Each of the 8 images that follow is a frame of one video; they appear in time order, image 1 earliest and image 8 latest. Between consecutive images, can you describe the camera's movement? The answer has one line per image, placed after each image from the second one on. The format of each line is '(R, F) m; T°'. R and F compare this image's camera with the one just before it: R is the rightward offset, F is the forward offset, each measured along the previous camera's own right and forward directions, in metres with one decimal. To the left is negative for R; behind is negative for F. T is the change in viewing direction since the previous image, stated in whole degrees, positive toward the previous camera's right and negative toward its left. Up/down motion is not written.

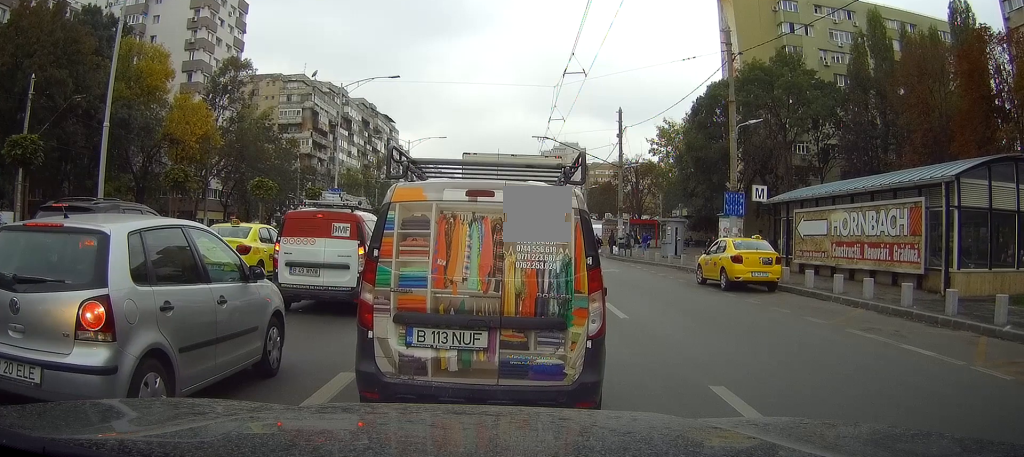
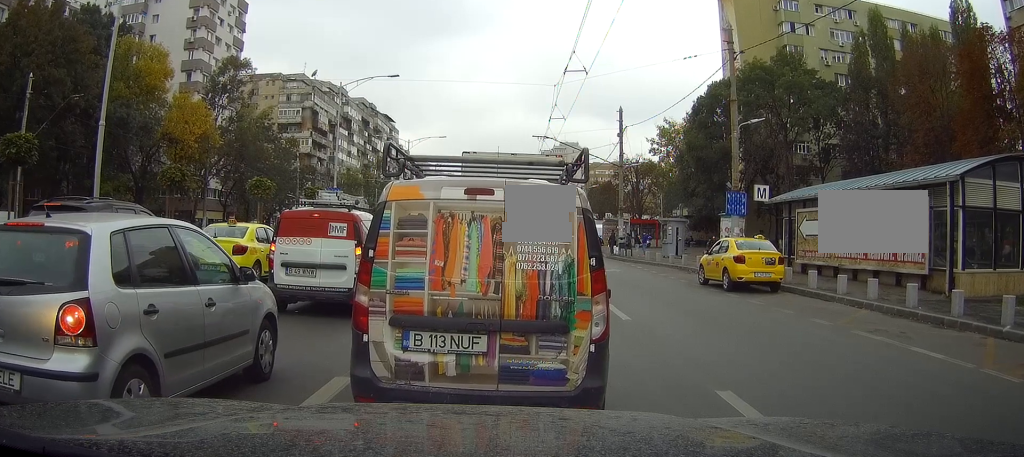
(+0.3, +0.3) m; 0°
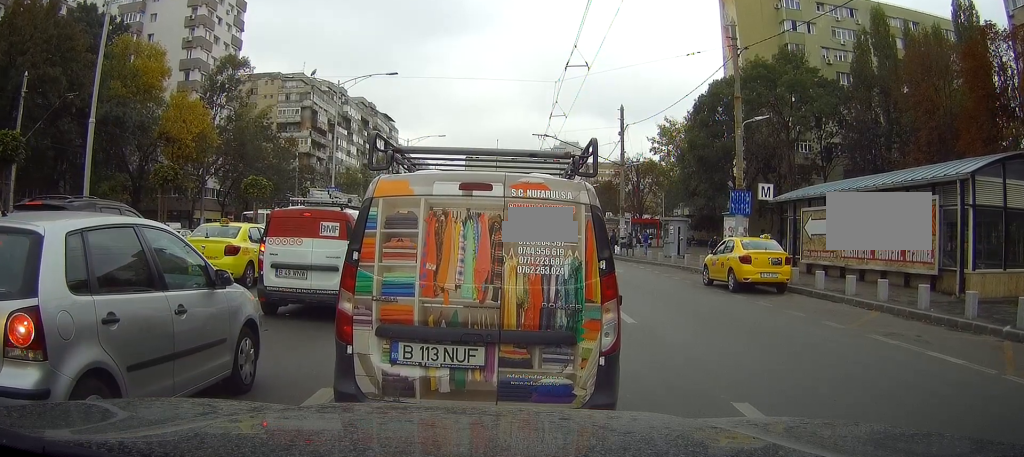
(+0.6, +1.8) m; 0°
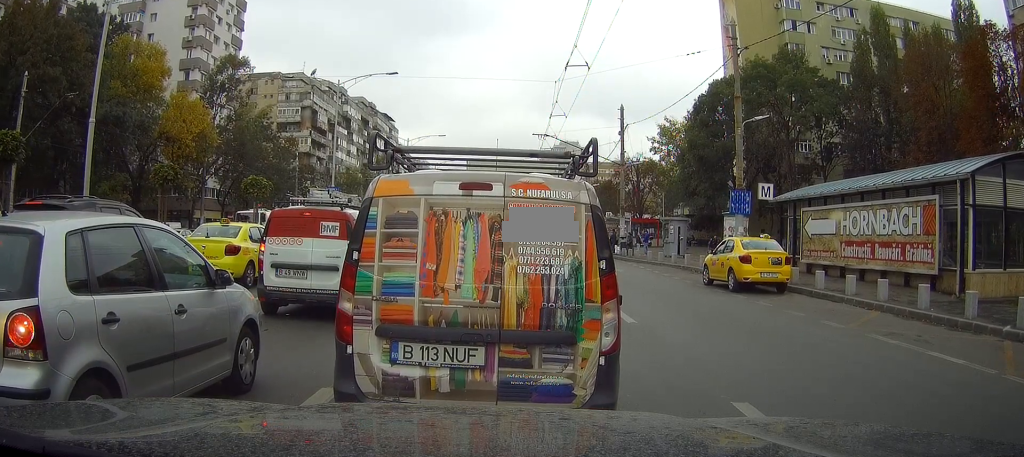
(0.0, 0.0) m; 0°
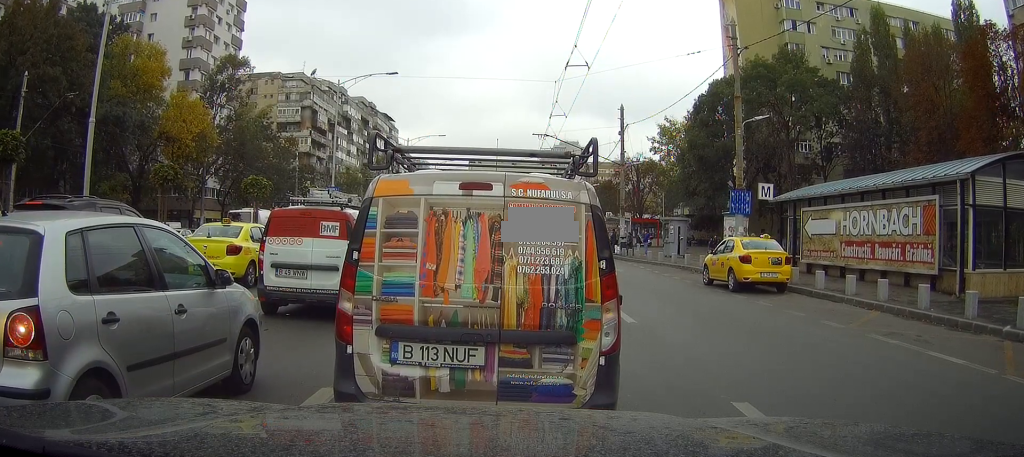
(0.0, 0.0) m; 0°
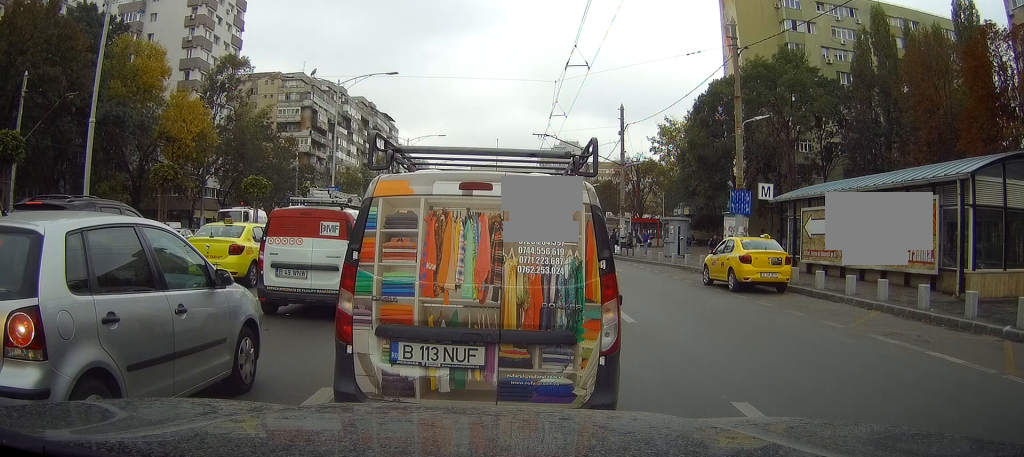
(+0.2, +0.3) m; 0°
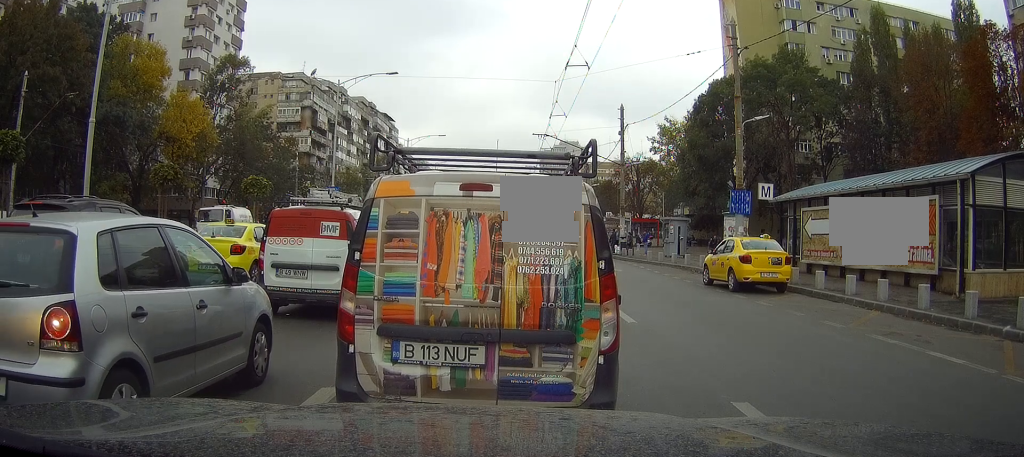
(+0.1, +0.7) m; 0°
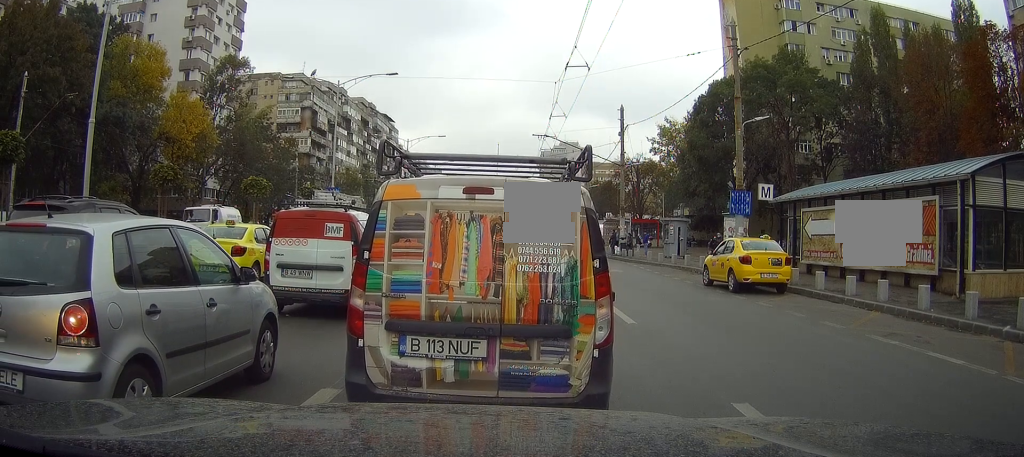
(0.0, +0.5) m; 0°
